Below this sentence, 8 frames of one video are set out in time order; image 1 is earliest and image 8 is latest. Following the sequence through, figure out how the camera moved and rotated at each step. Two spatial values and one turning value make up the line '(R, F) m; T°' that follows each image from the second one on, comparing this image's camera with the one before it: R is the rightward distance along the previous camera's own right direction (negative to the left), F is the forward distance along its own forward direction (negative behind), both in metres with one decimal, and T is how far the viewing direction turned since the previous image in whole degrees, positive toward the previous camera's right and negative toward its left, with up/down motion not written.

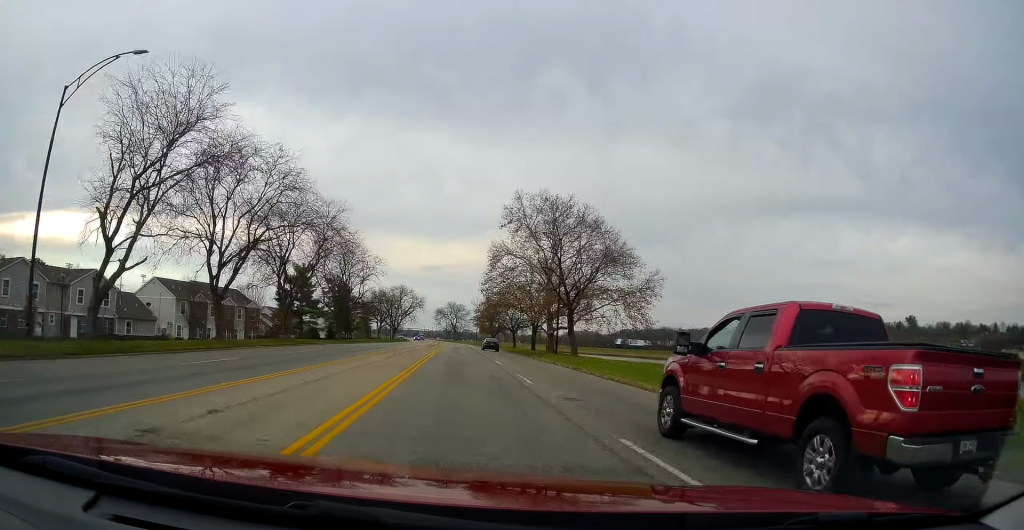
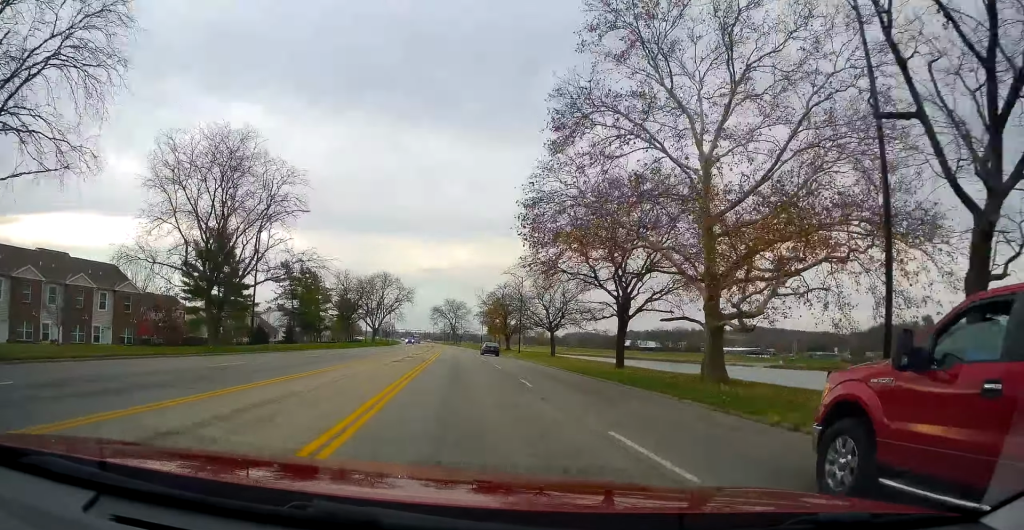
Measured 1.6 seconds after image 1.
(+0.8, +36.8) m; 0°
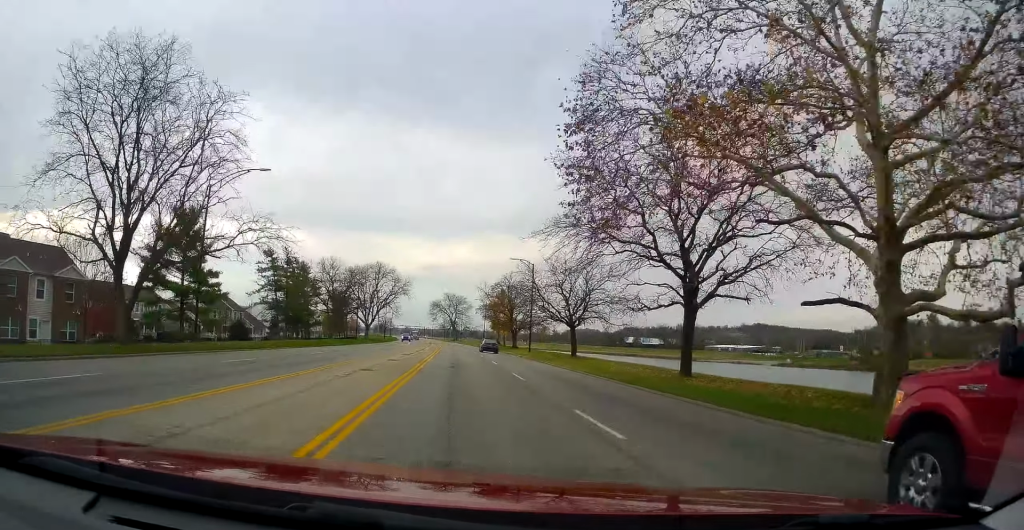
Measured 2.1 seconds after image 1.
(0.0, +9.8) m; -1°
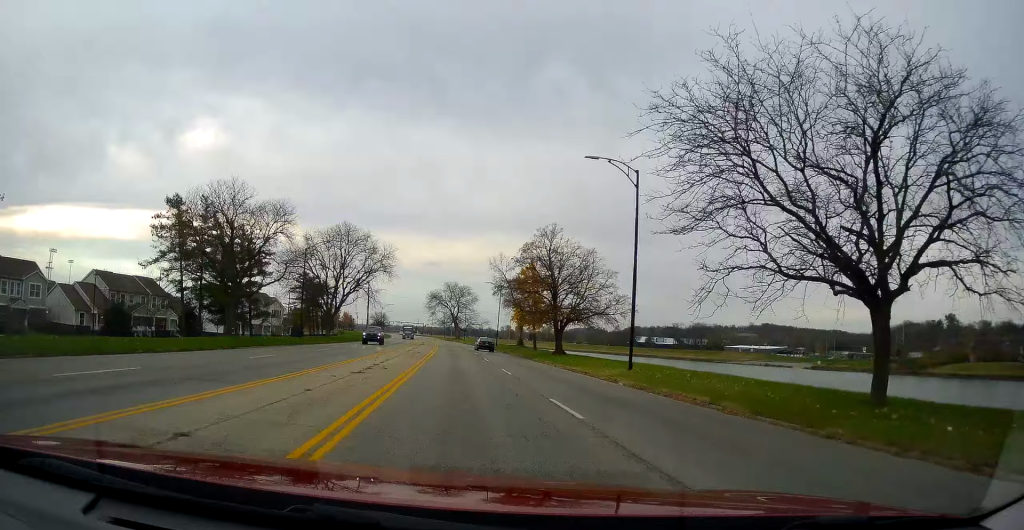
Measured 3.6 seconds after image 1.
(+0.3, +35.1) m; +2°
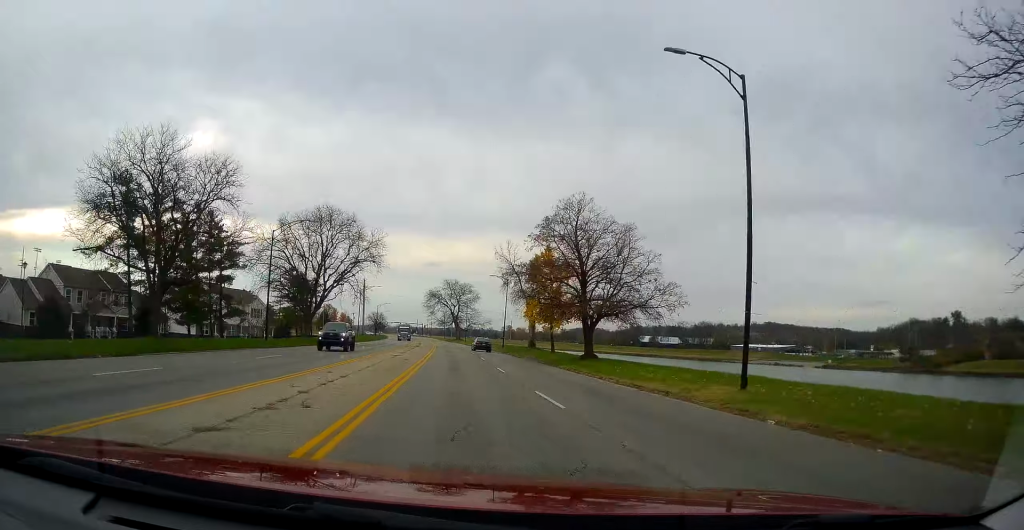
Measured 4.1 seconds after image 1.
(+0.2, +11.1) m; 0°
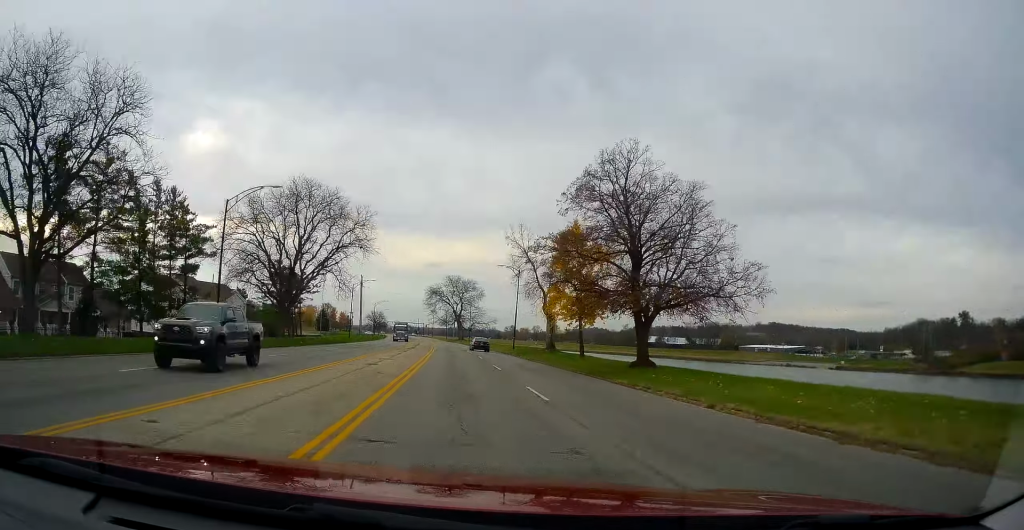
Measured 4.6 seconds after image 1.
(-0.2, +10.9) m; -1°
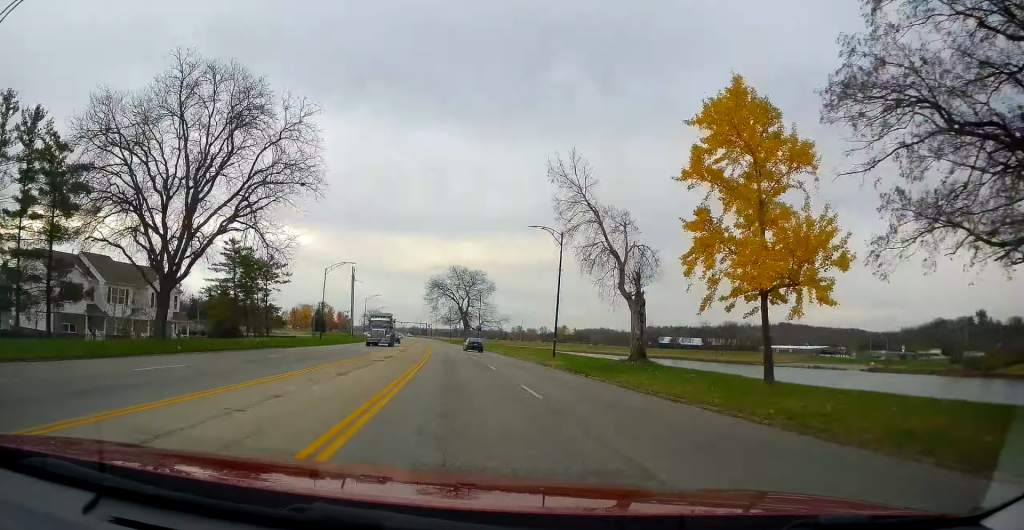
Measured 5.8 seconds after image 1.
(-0.5, +24.2) m; 0°
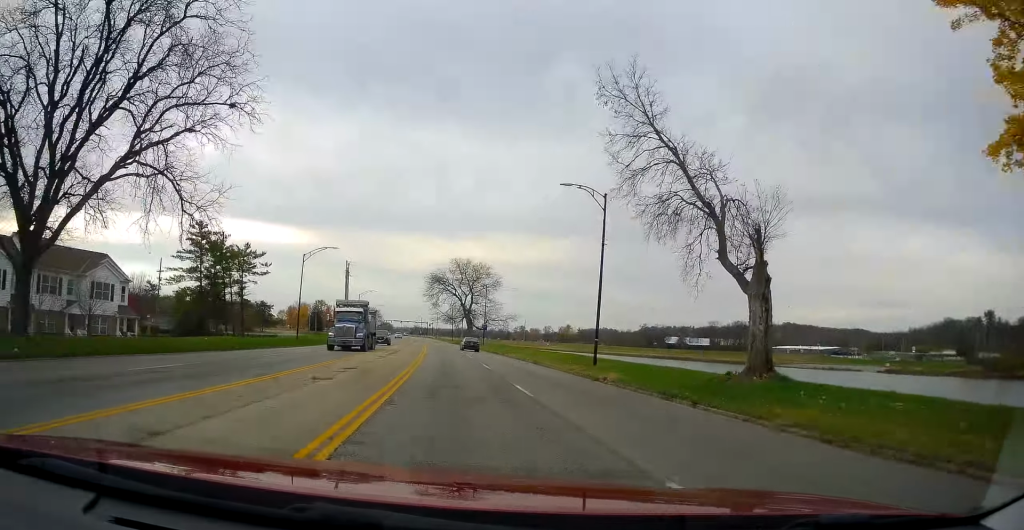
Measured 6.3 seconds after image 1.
(+0.1, +11.9) m; 0°
